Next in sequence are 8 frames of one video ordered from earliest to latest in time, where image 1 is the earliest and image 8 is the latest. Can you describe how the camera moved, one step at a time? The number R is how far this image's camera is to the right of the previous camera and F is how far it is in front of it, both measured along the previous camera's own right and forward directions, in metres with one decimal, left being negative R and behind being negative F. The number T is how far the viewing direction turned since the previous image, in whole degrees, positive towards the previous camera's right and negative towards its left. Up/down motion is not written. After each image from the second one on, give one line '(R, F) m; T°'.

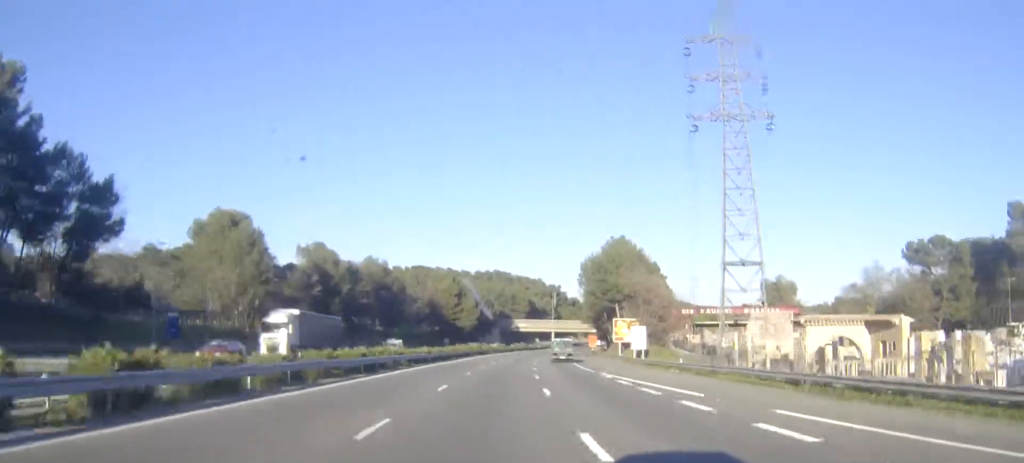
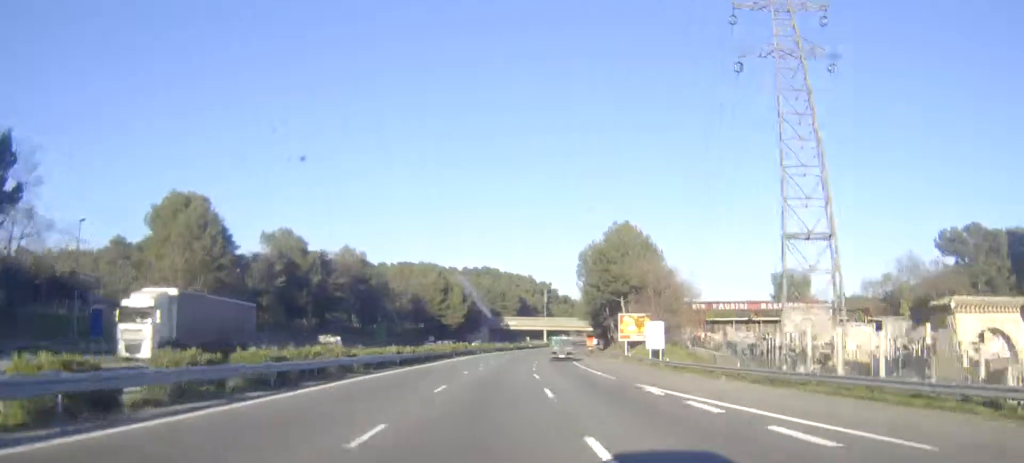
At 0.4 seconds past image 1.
(0.0, +13.8) m; 0°
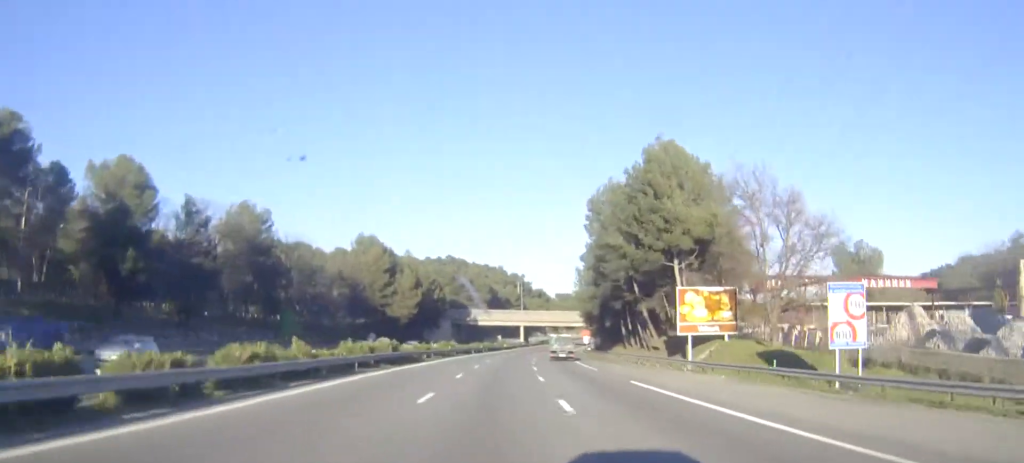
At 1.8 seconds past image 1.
(+0.8, +43.4) m; +2°
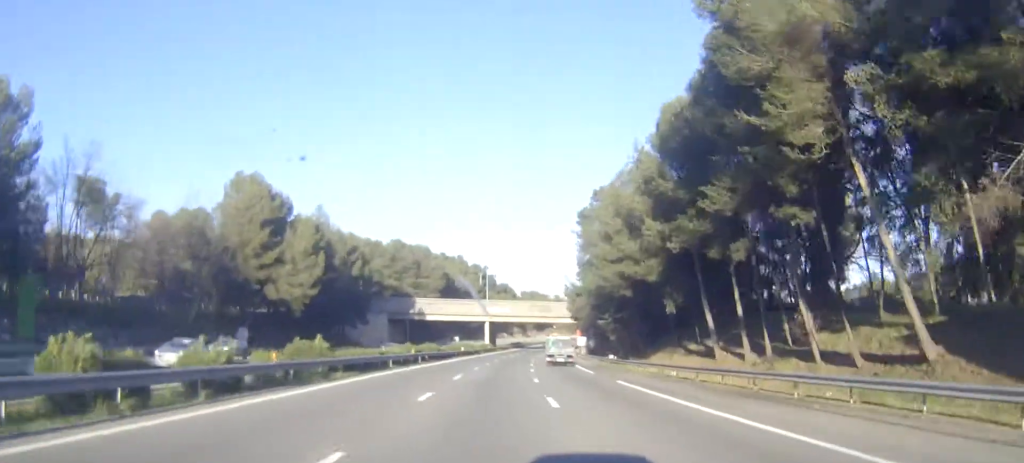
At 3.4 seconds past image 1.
(+1.0, +50.0) m; +2°
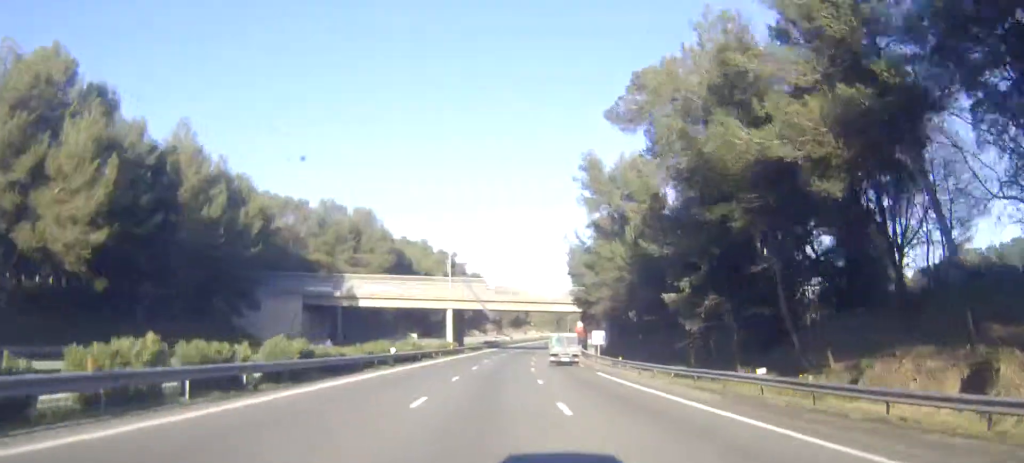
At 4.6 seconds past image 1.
(+1.2, +40.6) m; +3°
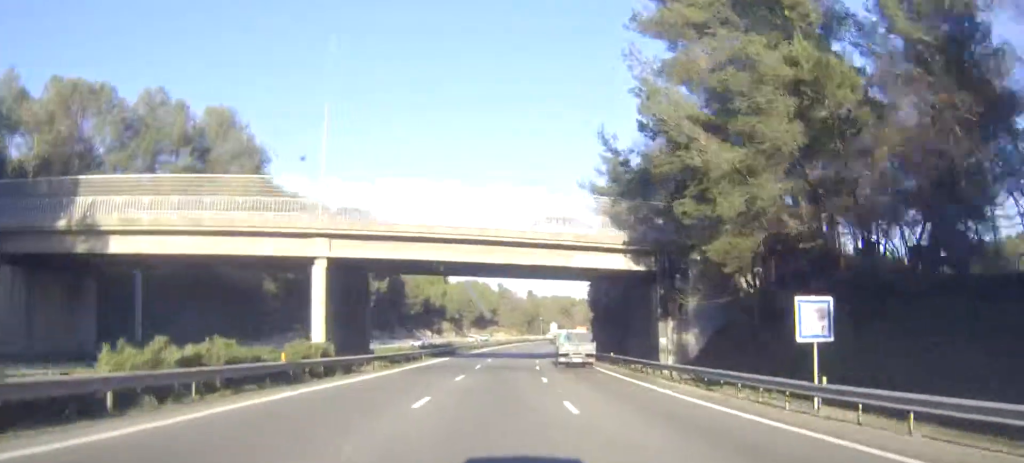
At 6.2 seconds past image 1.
(+1.4, +51.6) m; +2°
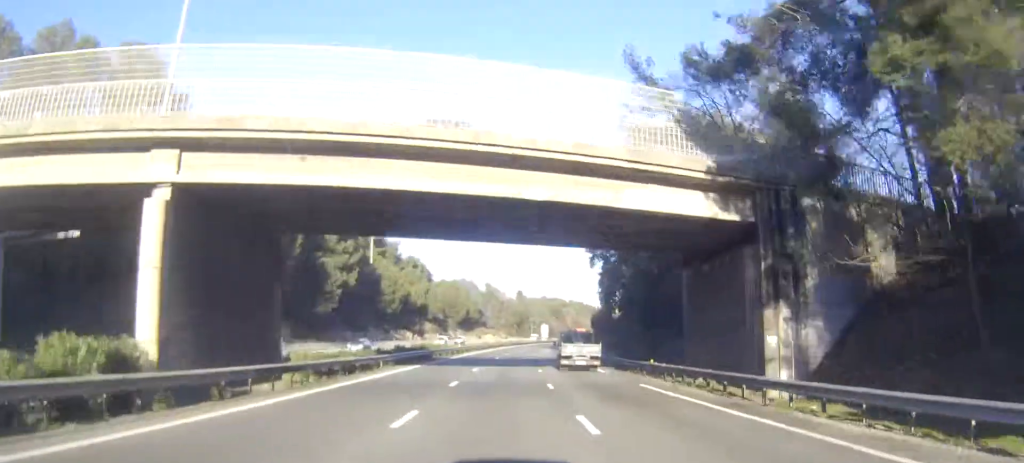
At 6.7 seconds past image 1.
(-0.1, +16.2) m; 0°
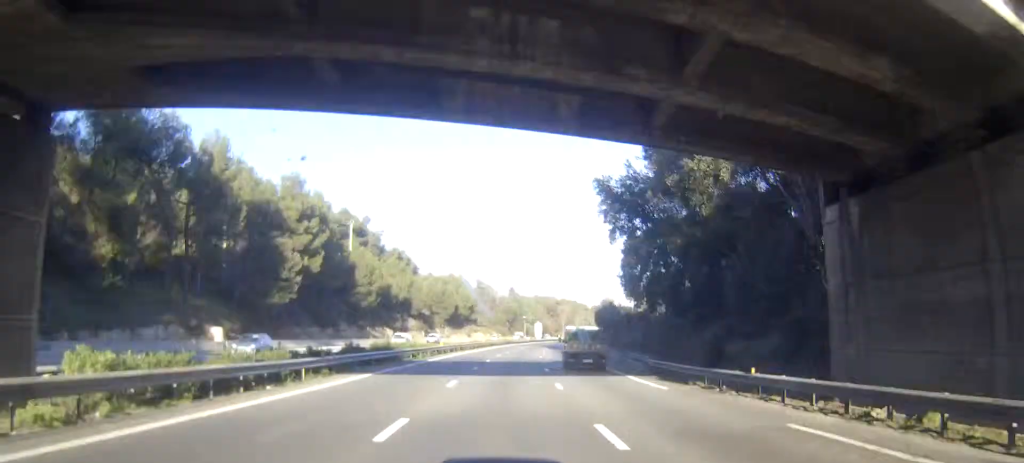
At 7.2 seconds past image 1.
(-0.1, +15.1) m; 0°
